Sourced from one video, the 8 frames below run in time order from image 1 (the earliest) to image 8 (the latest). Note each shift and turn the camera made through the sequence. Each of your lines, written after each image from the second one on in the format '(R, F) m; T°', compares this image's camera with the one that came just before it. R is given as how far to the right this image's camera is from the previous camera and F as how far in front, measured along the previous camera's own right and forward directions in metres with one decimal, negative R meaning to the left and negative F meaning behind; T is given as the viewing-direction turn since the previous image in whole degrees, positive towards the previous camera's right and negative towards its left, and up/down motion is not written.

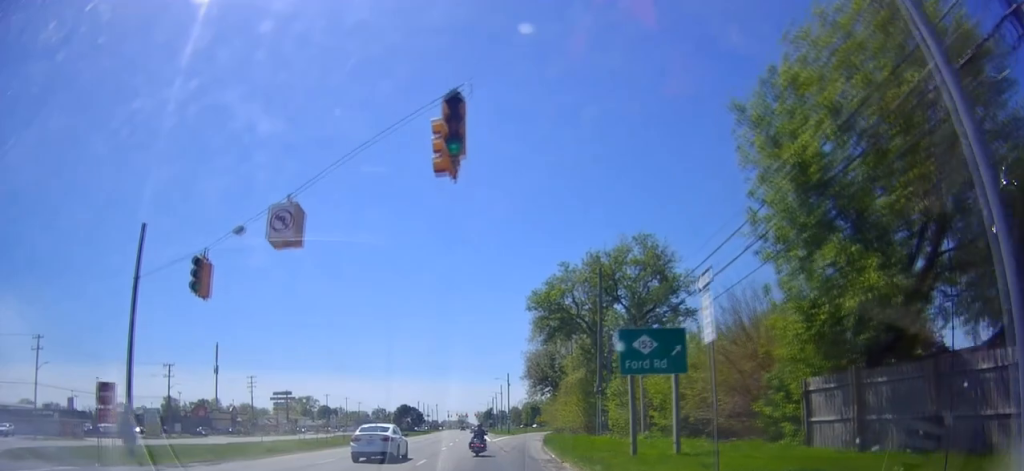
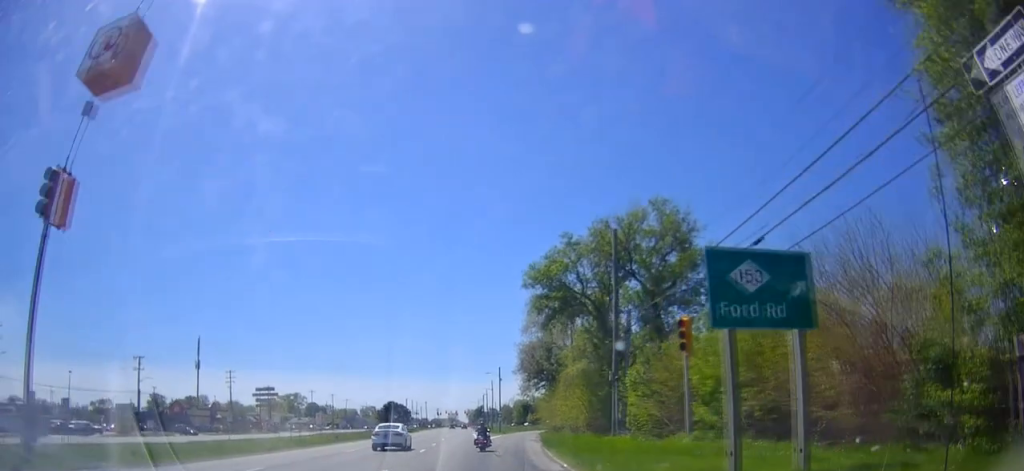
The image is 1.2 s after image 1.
(-0.5, +6.5) m; -2°
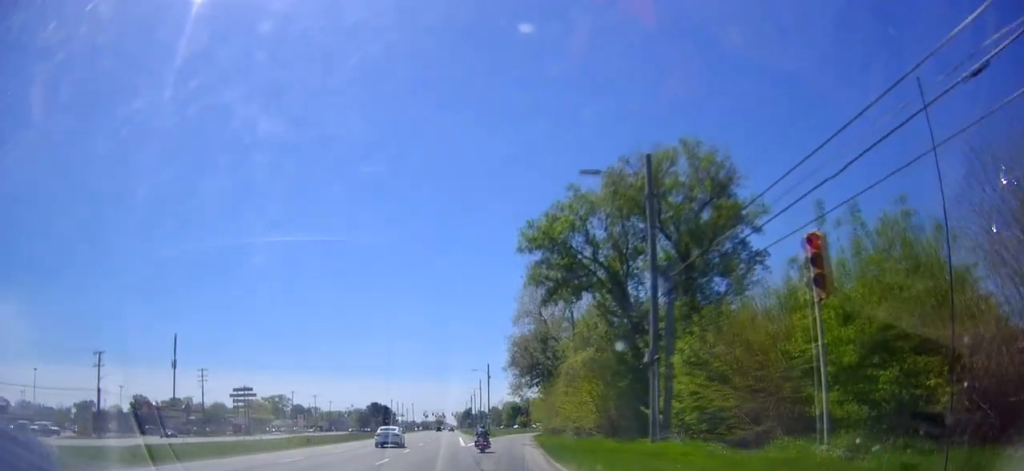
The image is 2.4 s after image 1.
(+0.5, +7.6) m; +4°
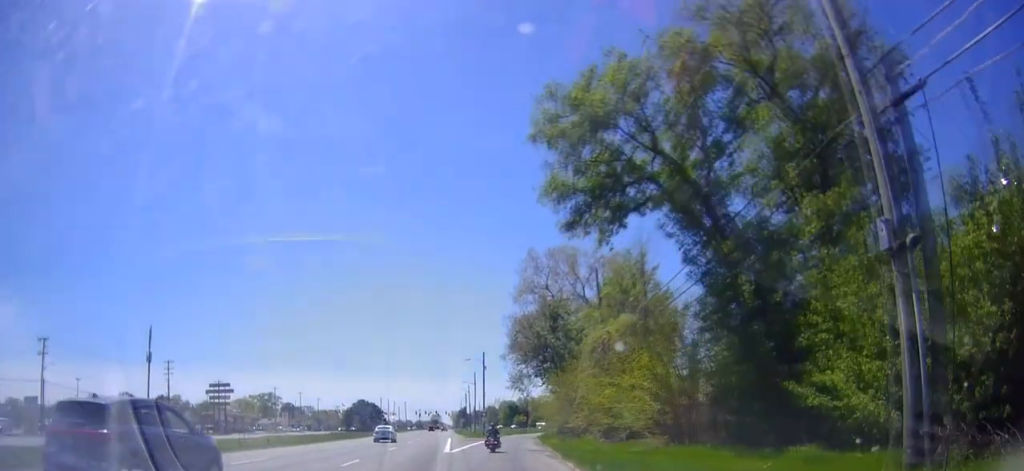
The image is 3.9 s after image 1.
(-0.6, +11.9) m; -6°
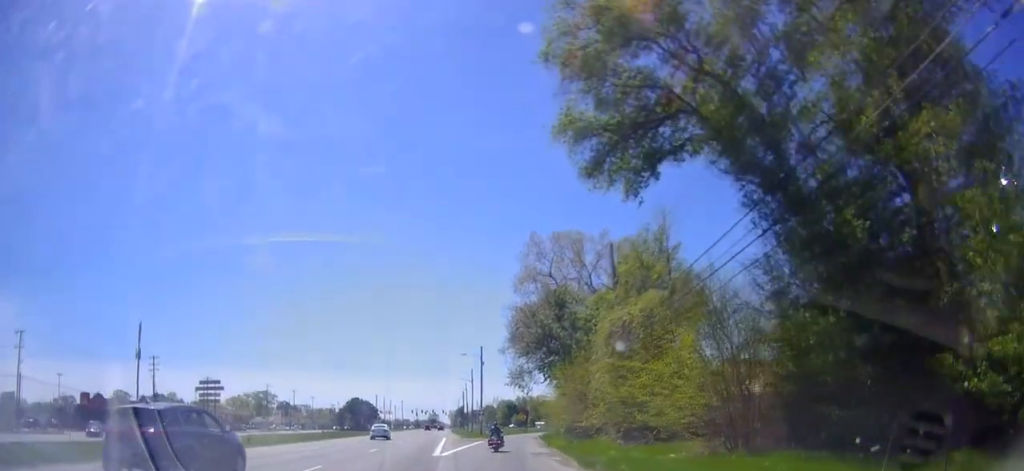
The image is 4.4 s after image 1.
(0.0, +4.8) m; 0°
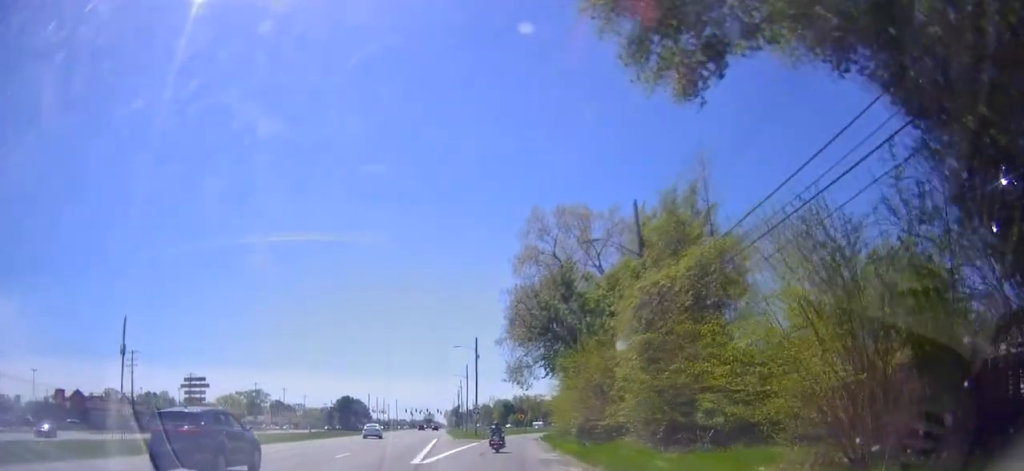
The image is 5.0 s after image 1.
(0.0, +5.9) m; 0°
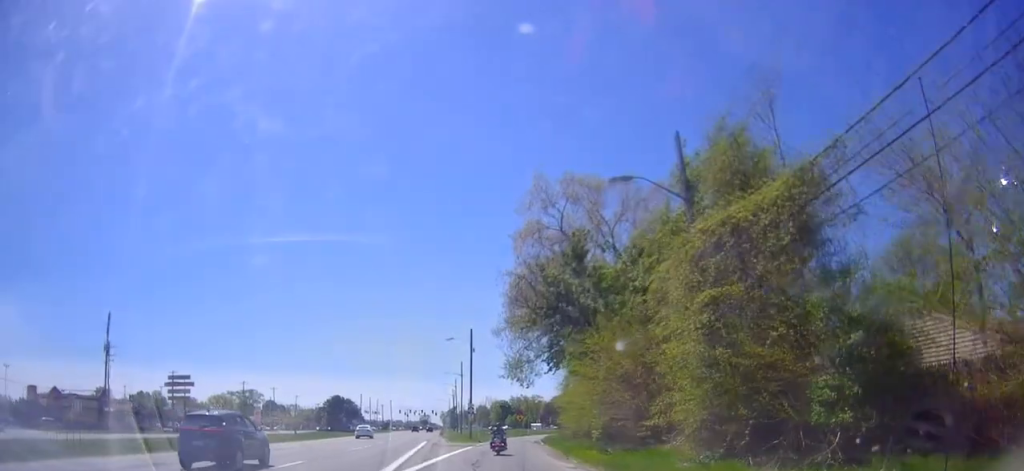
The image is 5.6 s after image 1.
(0.0, +6.6) m; 0°
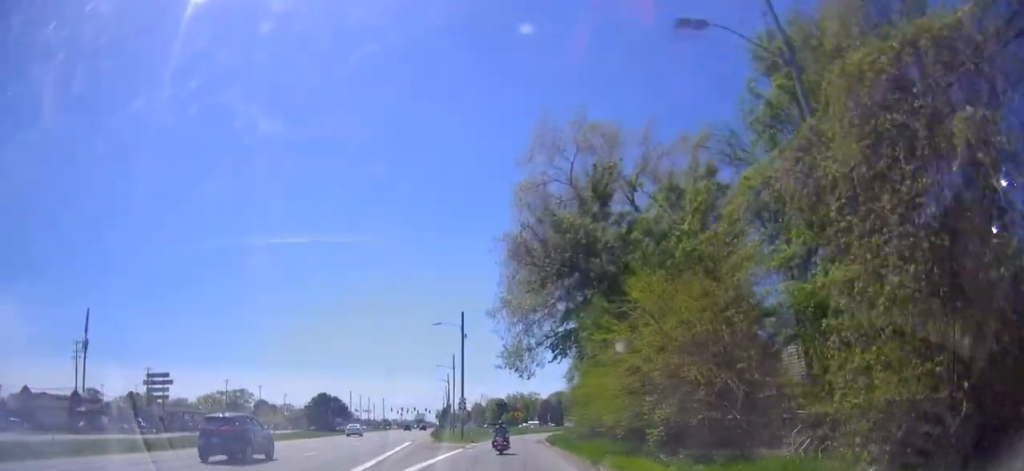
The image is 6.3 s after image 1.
(0.0, +7.8) m; +2°
